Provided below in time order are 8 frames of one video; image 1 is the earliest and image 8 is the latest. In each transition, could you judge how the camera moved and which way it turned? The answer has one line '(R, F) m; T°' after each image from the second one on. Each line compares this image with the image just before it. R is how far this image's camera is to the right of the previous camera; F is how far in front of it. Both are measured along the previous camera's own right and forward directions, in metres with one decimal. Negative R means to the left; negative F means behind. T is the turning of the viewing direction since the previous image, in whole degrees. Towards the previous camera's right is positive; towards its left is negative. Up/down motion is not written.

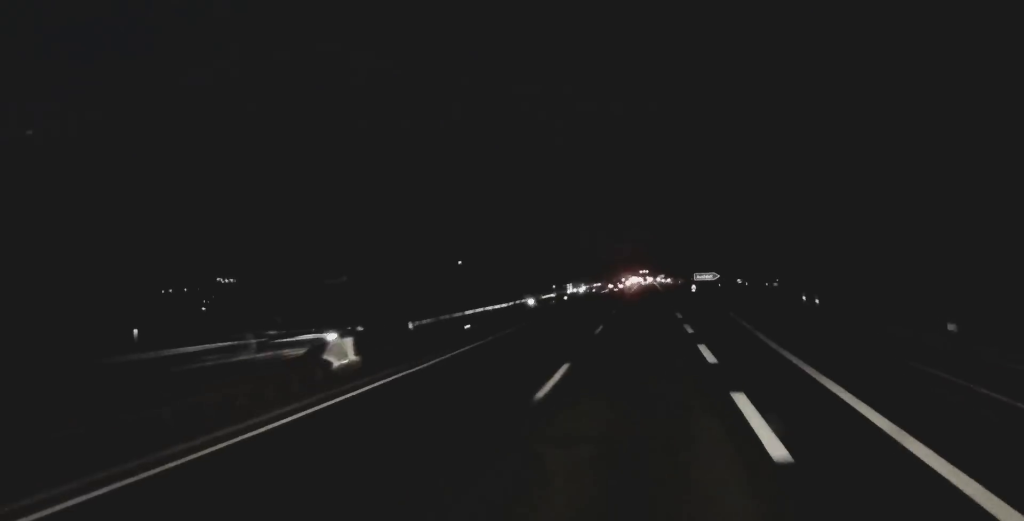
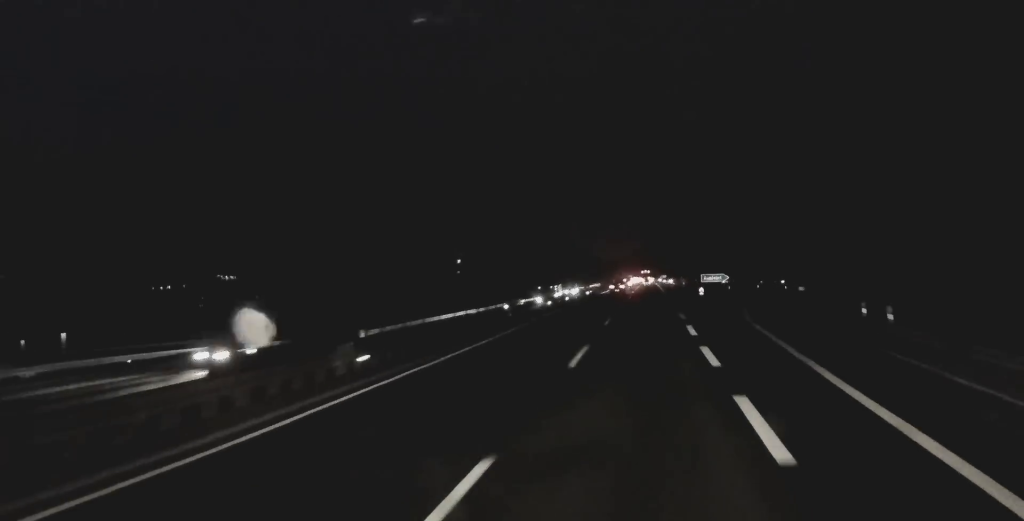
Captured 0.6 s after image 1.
(0.0, +13.8) m; 0°
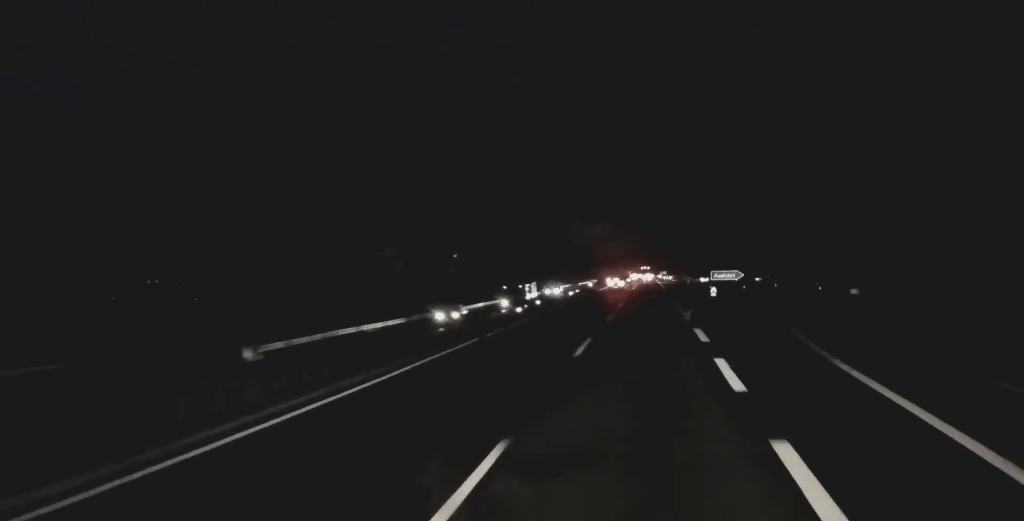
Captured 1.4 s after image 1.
(0.0, +19.4) m; 0°
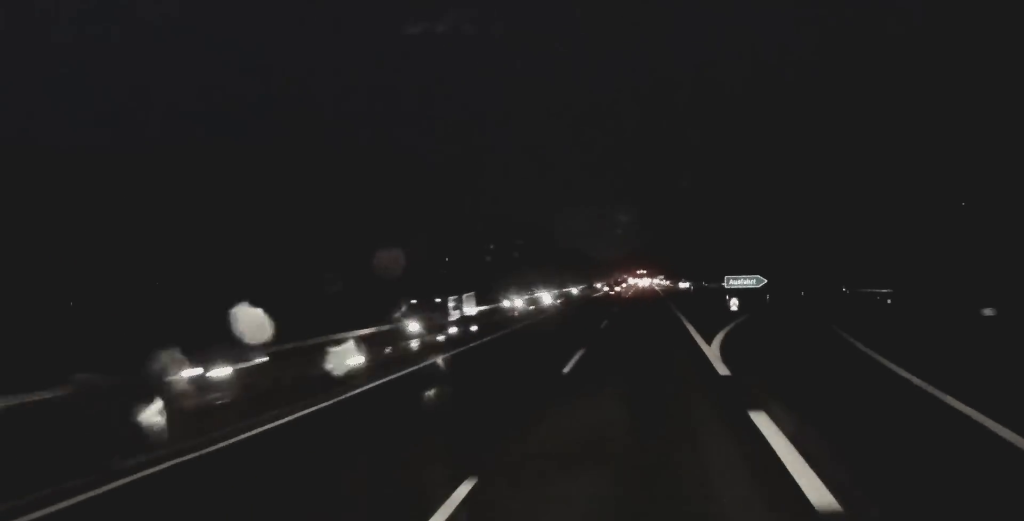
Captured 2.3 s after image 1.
(0.0, +23.1) m; 0°
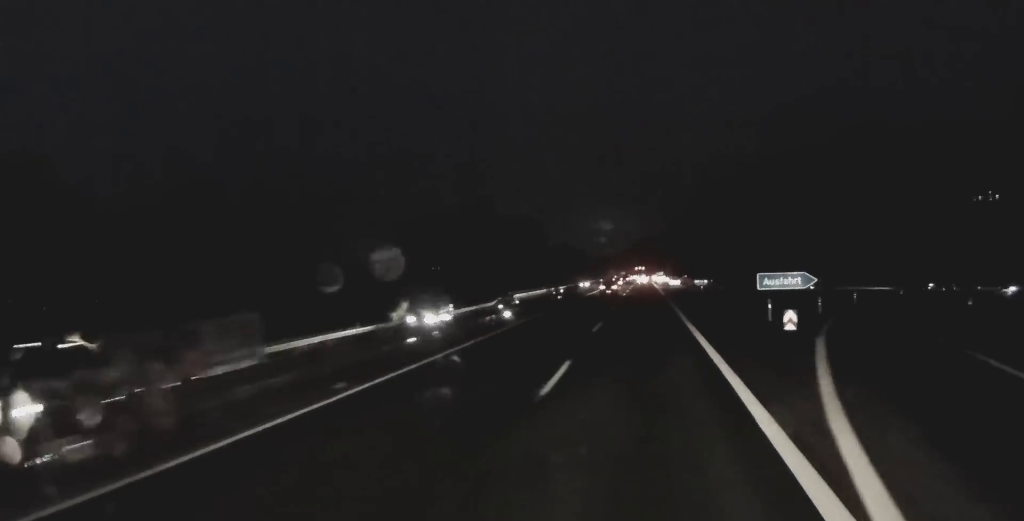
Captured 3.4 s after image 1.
(0.0, +24.2) m; 0°
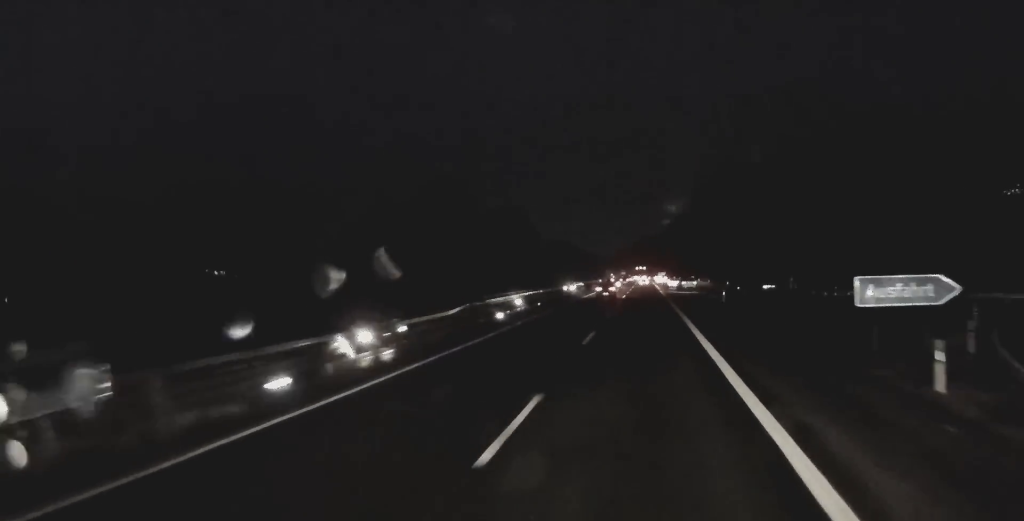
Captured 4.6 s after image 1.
(-0.1, +25.1) m; 0°
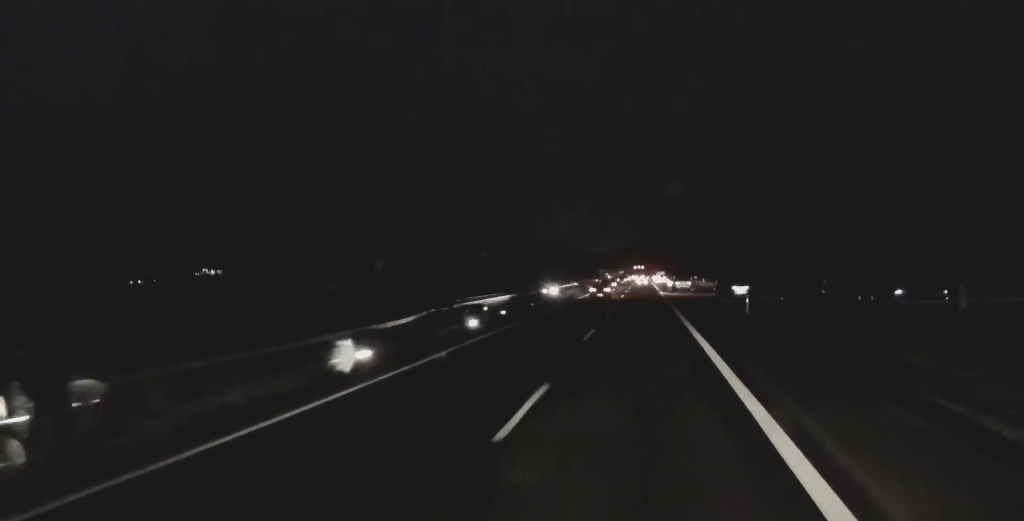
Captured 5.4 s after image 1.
(0.0, +16.6) m; 0°
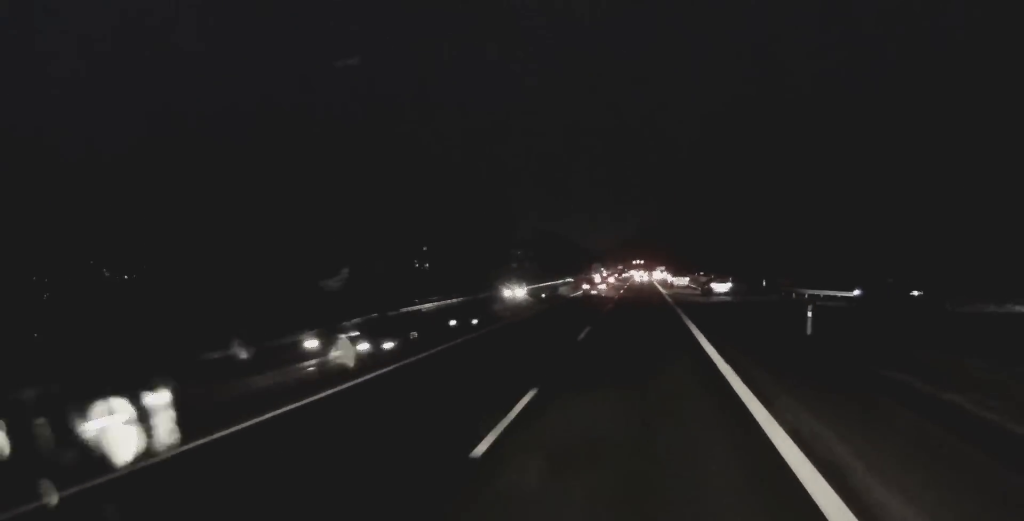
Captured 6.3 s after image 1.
(+0.2, +19.6) m; +1°
